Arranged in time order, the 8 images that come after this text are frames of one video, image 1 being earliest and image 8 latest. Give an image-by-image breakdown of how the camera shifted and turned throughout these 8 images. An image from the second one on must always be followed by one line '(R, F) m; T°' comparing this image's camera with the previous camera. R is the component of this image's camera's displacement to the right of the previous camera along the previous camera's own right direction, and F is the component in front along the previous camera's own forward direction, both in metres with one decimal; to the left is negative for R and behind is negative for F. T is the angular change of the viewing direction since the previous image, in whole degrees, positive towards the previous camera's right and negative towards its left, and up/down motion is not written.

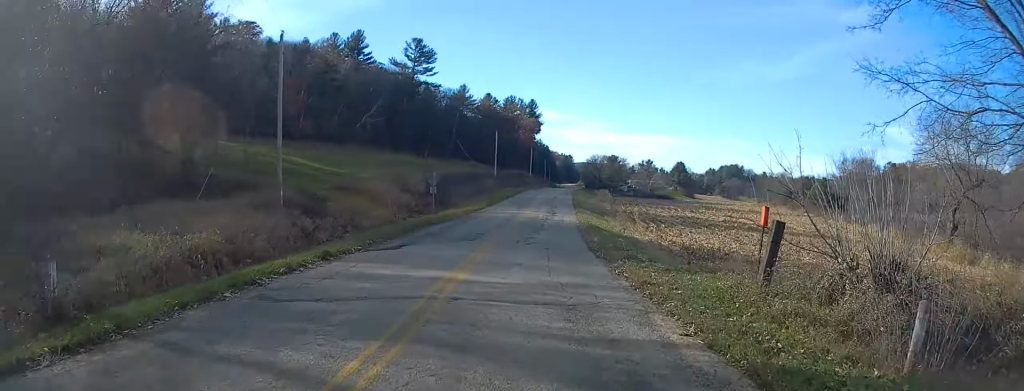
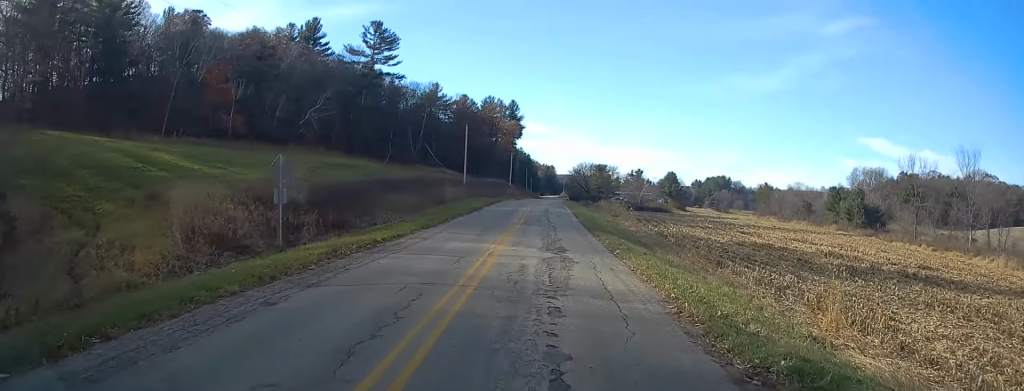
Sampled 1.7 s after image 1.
(0.0, +26.4) m; +1°
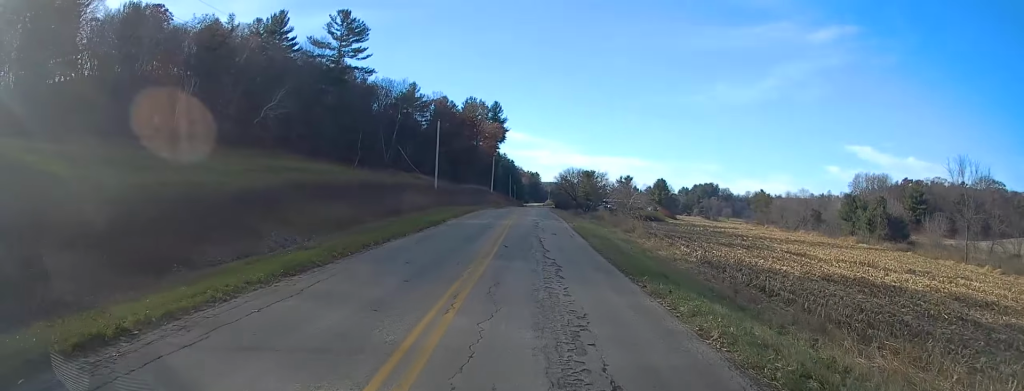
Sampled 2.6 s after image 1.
(+0.2, +14.3) m; +1°
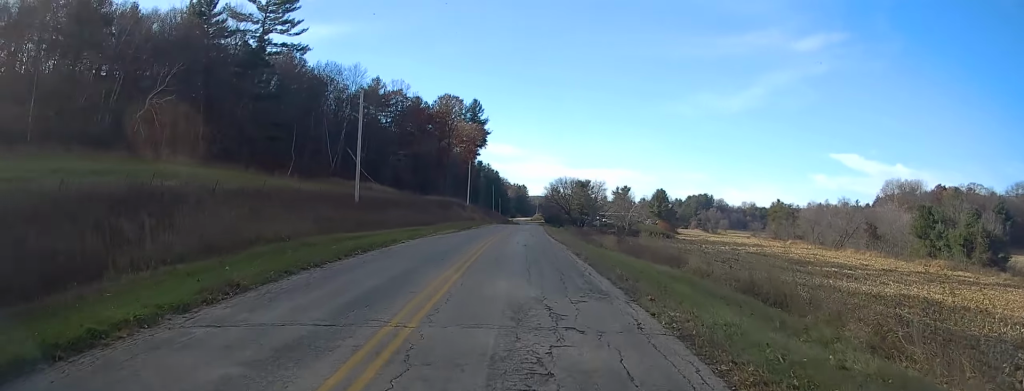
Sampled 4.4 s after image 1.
(+0.5, +31.4) m; +1°
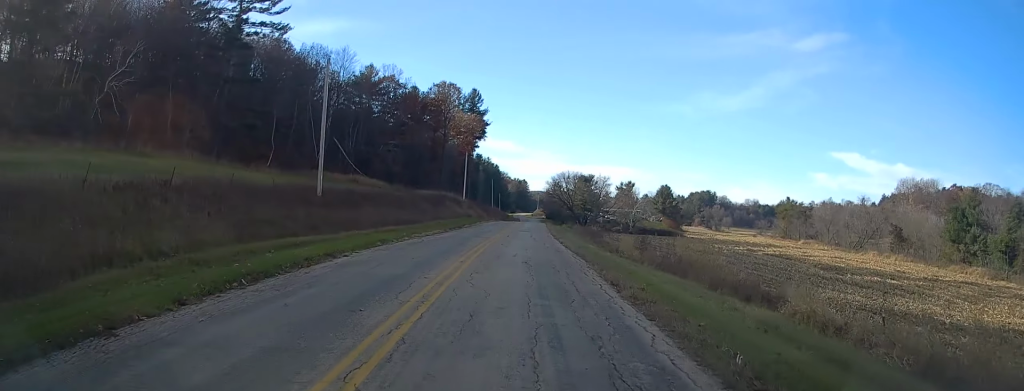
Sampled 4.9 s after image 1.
(-0.1, +9.1) m; +1°
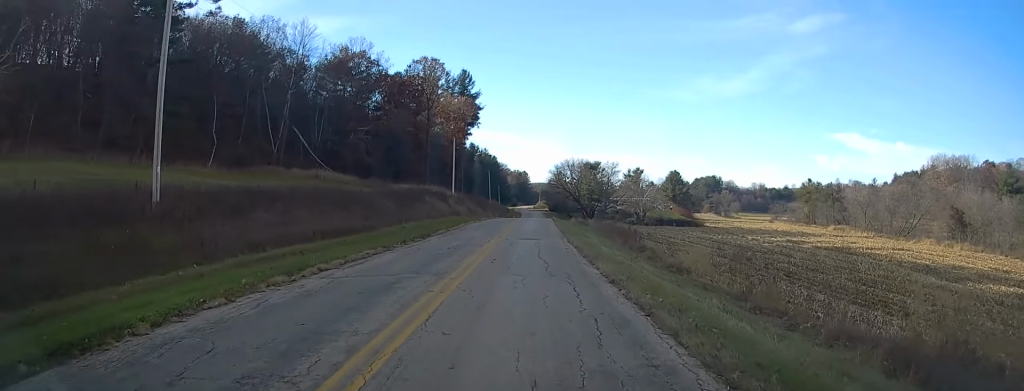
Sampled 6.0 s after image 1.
(+0.4, +18.4) m; 0°
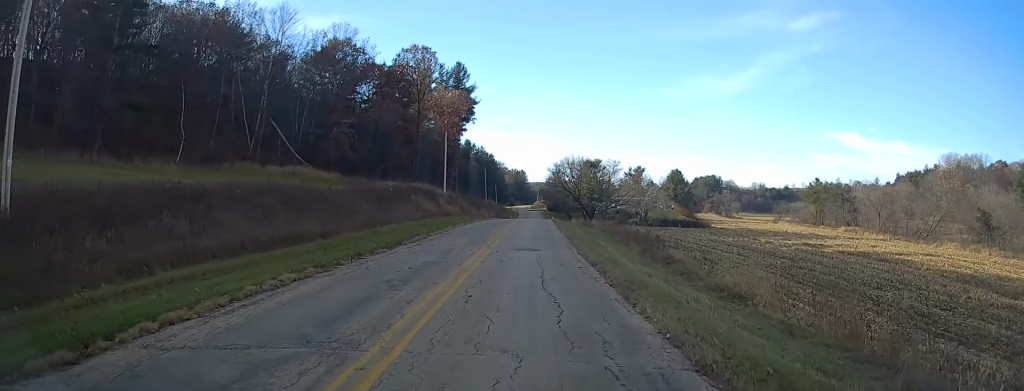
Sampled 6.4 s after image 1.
(-0.1, +7.4) m; 0°
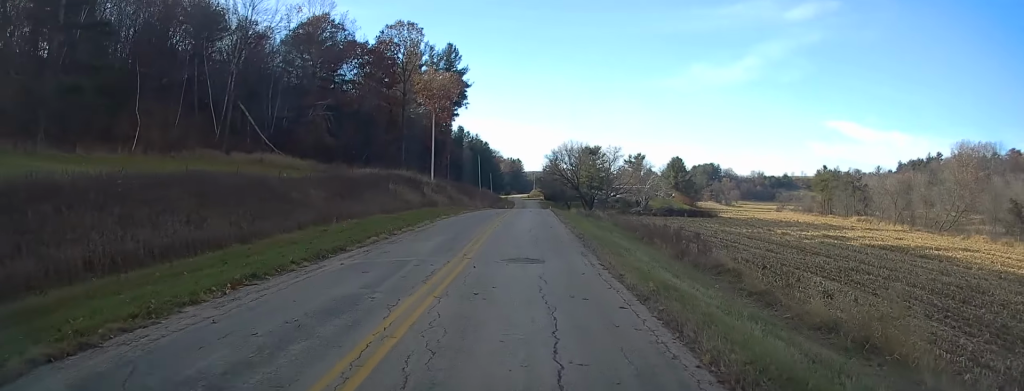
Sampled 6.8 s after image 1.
(-0.2, +8.3) m; -1°
